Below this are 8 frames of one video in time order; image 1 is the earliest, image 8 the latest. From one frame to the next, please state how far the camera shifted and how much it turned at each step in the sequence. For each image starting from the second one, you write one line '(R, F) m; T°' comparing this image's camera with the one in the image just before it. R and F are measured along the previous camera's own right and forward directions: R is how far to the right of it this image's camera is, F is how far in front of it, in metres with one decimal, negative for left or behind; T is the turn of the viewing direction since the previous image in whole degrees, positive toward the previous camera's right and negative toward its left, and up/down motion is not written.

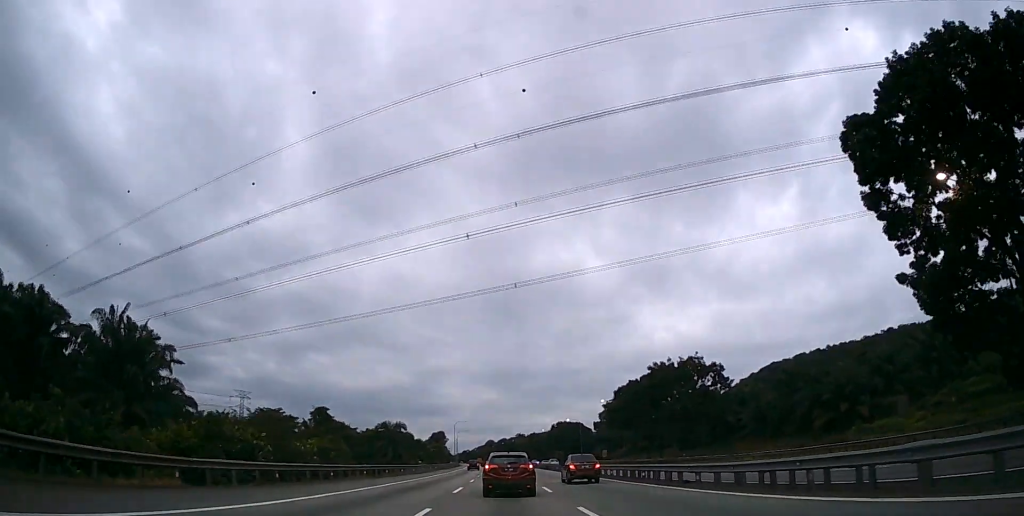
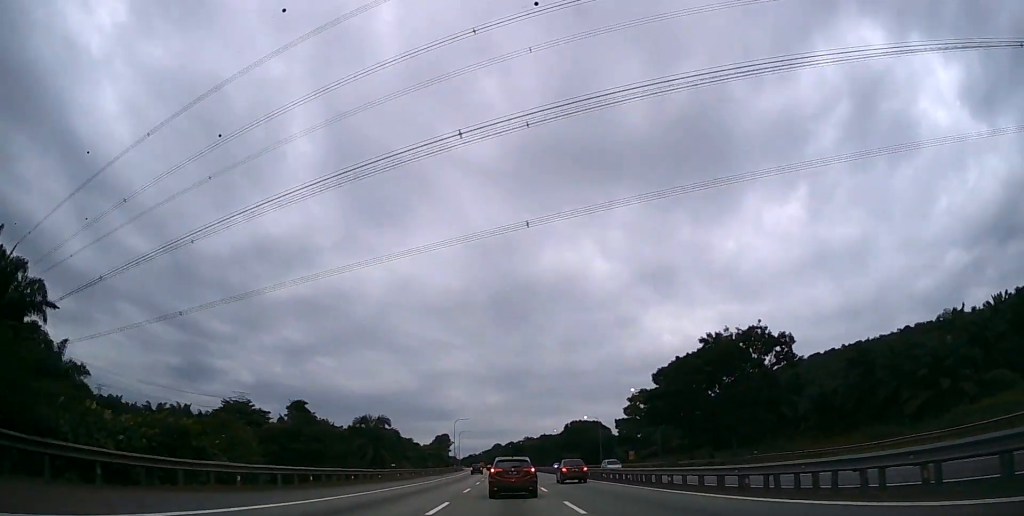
(0.0, +20.1) m; 0°
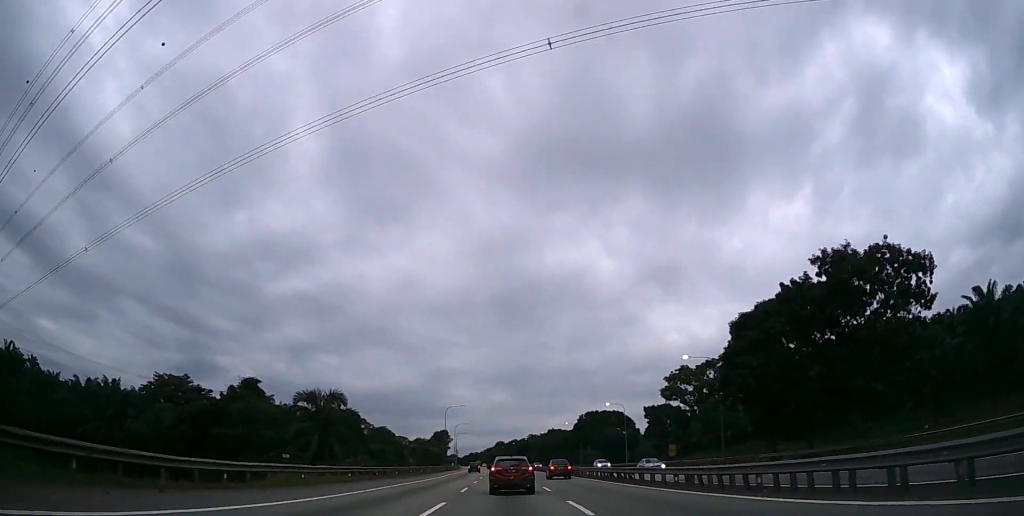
(-0.2, +25.0) m; -1°
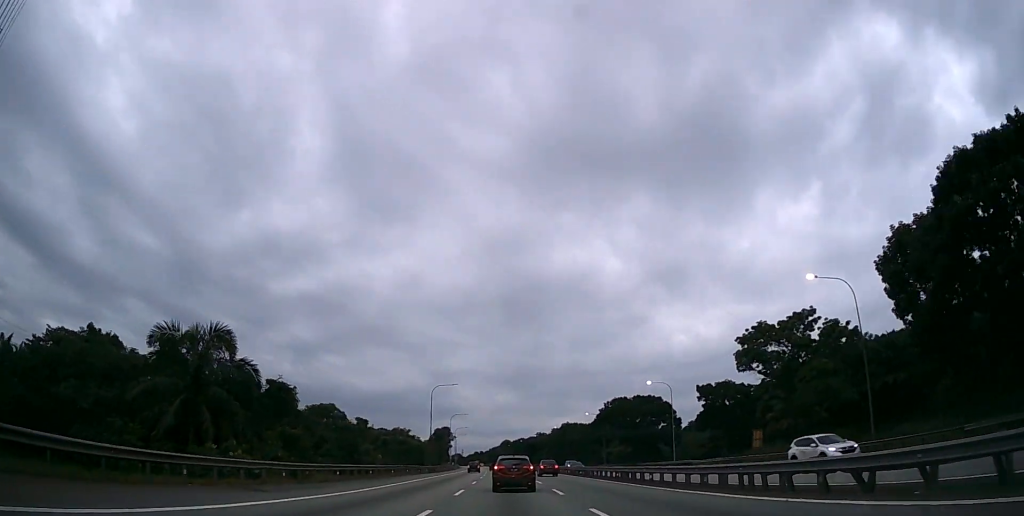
(-0.3, +27.2) m; -1°
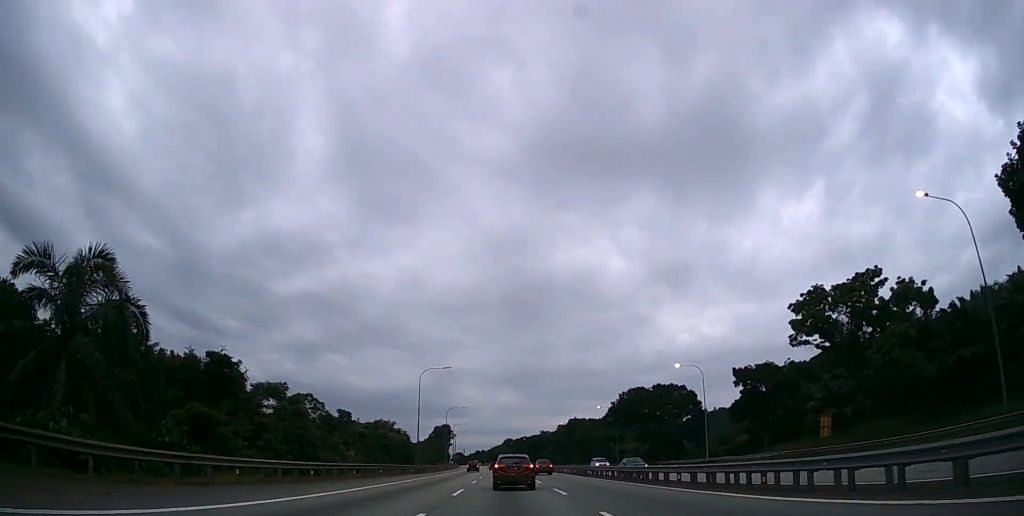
(0.0, +12.8) m; 0°
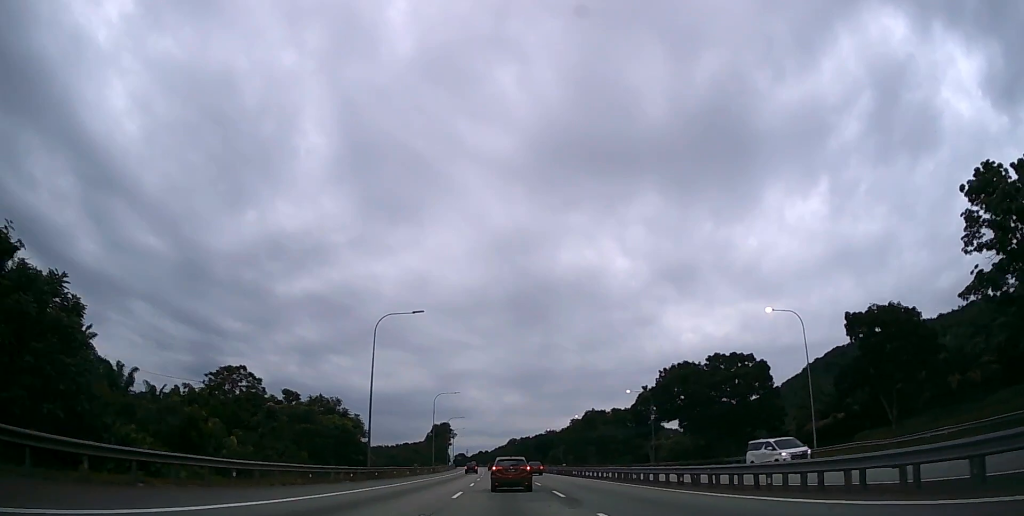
(0.0, +24.5) m; 0°
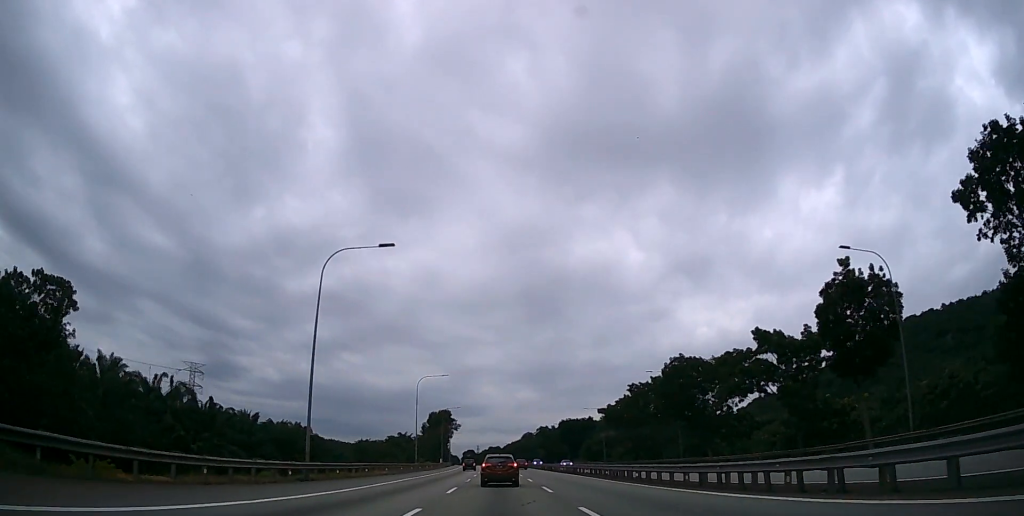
(-0.5, +57.7) m; -1°
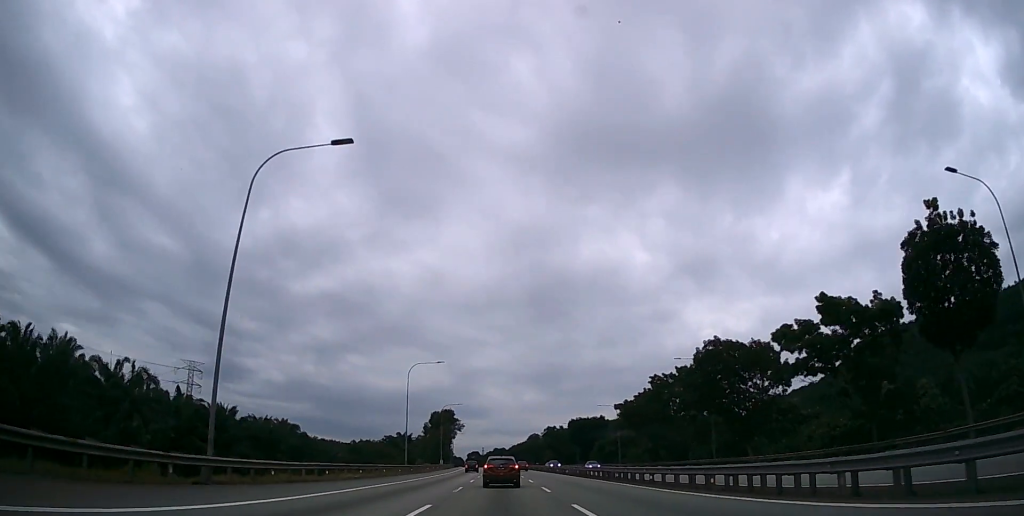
(-0.1, +10.3) m; 0°
